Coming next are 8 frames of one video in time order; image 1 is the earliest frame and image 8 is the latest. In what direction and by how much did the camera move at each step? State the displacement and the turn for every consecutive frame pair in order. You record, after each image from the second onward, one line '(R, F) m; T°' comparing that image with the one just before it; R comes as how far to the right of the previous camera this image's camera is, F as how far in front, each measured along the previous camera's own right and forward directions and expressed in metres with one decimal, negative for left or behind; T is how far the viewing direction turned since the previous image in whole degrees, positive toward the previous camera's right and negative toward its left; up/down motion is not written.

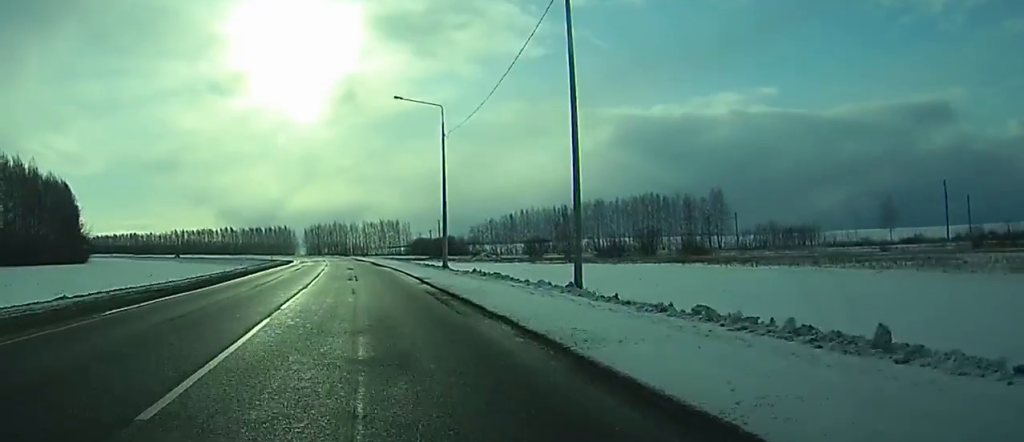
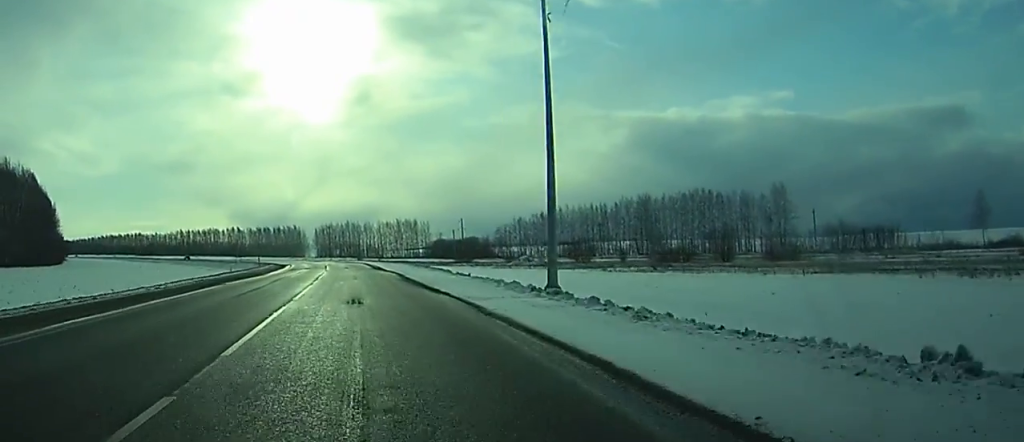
(-0.1, +31.4) m; 0°
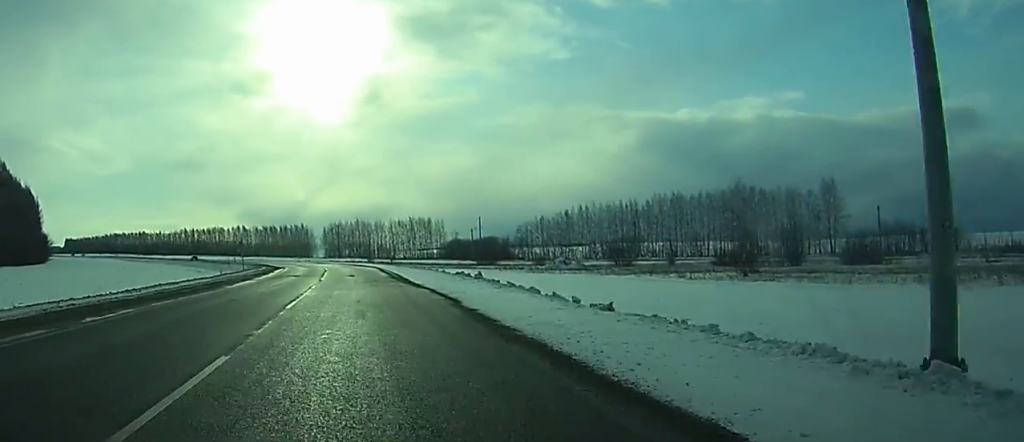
(-0.1, +20.7) m; 0°
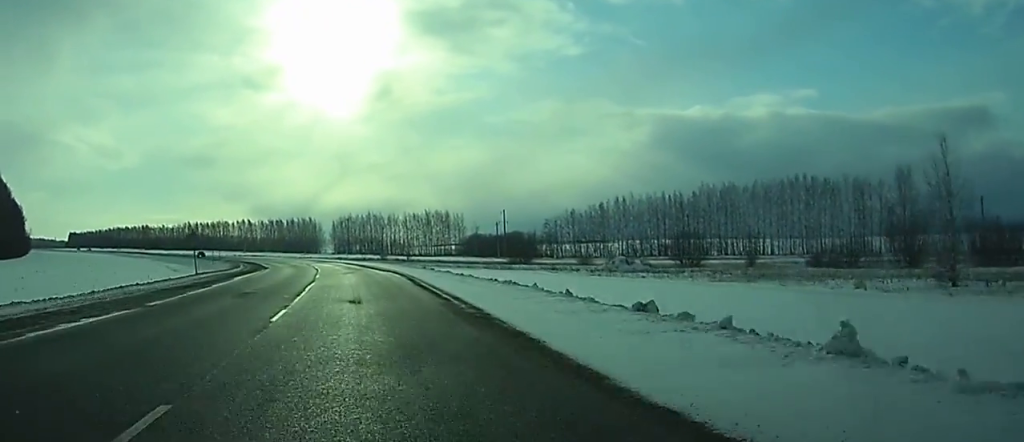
(-0.1, +27.3) m; -1°
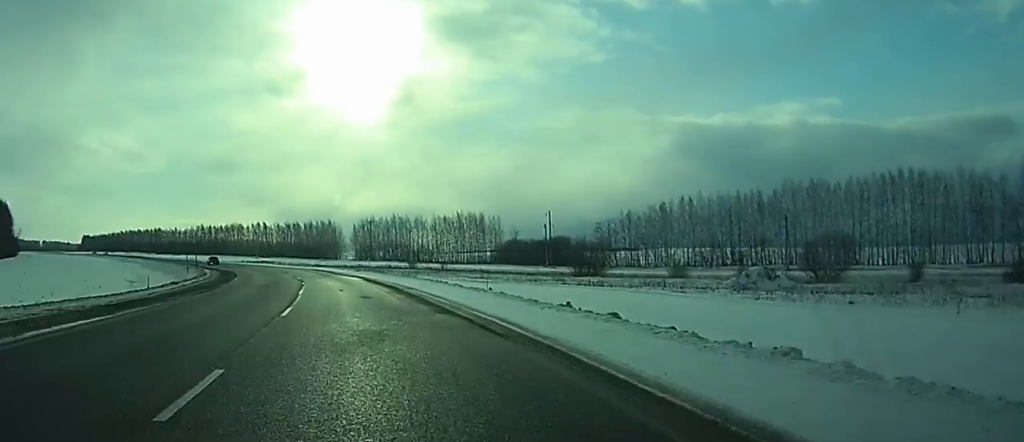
(-0.5, +34.3) m; -2°
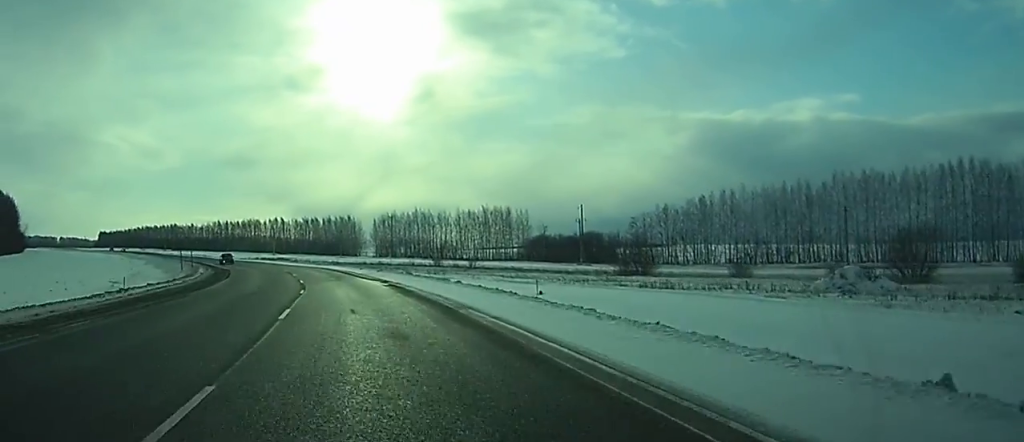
(-0.1, +13.2) m; -1°
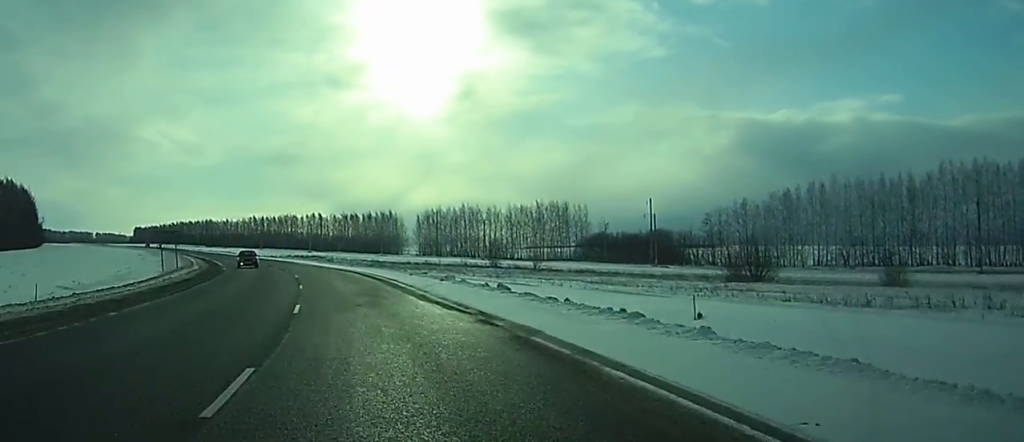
(-0.3, +22.5) m; -2°
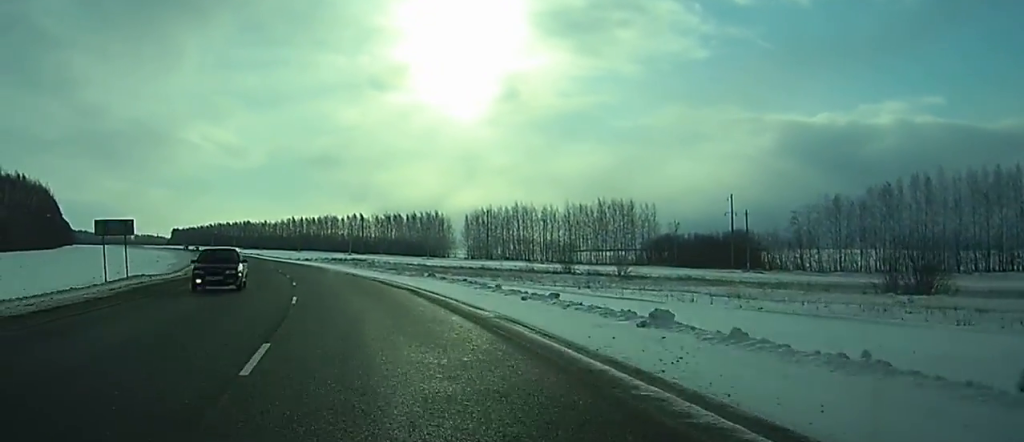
(-0.3, +21.6) m; -2°
